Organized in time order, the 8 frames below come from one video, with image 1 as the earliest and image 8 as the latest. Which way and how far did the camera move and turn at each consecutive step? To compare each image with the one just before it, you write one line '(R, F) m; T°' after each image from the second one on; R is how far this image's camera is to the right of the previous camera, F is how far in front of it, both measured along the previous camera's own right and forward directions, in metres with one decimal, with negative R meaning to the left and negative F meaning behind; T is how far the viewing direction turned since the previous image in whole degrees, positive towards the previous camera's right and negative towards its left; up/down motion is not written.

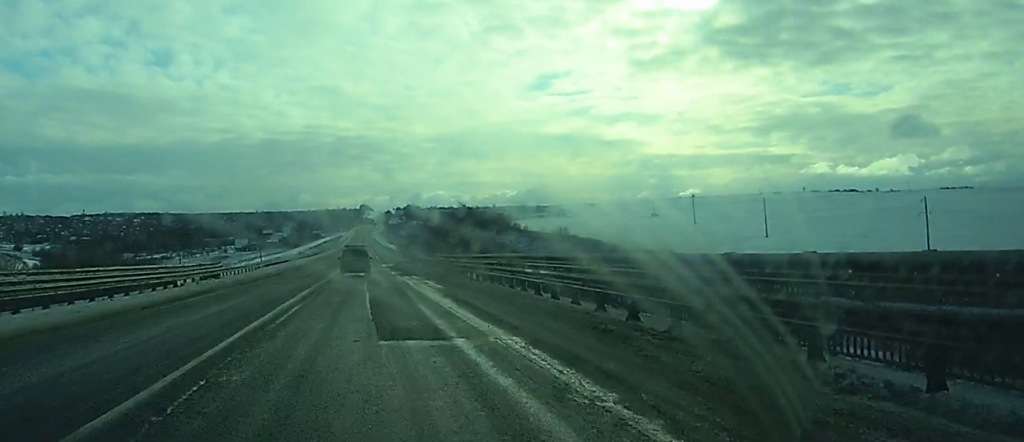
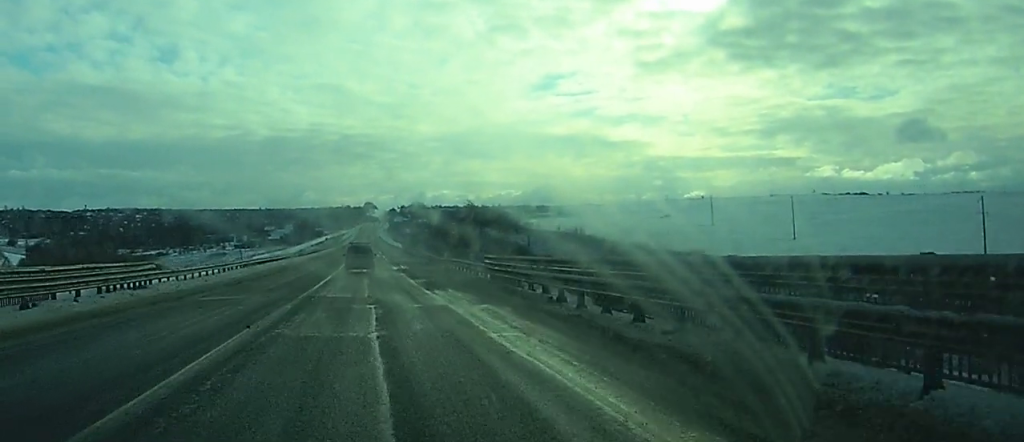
(0.0, +17.3) m; 0°
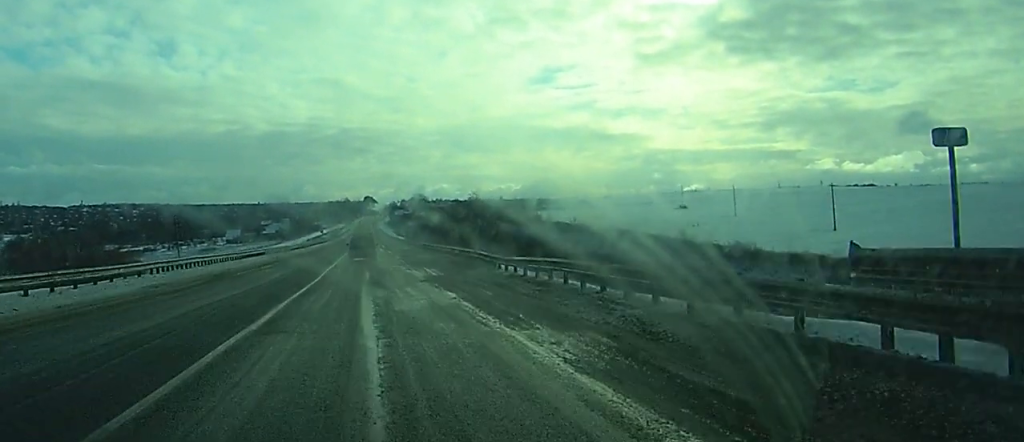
(-0.1, +25.8) m; 0°
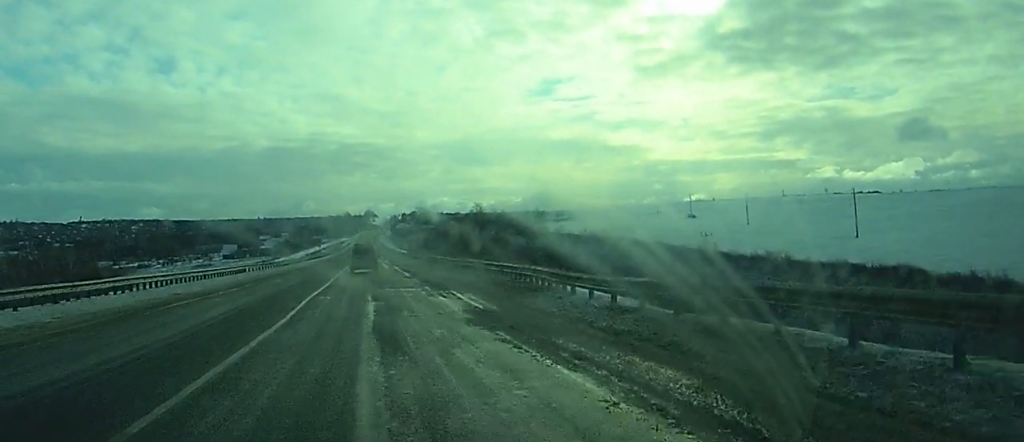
(0.0, +12.2) m; 0°
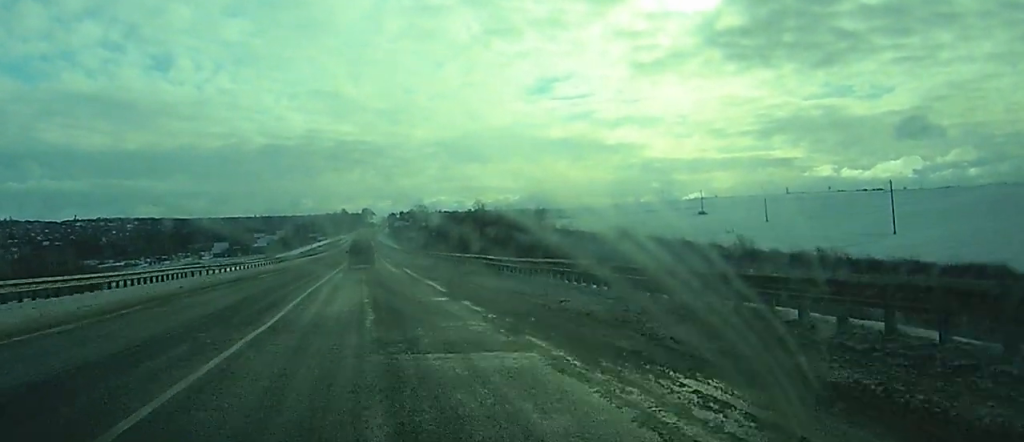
(0.0, +19.9) m; 0°
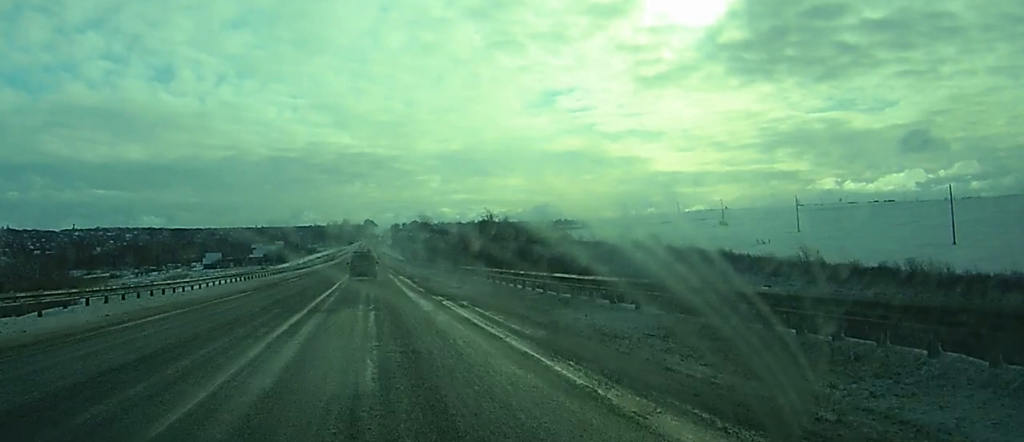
(+0.1, +24.8) m; +1°
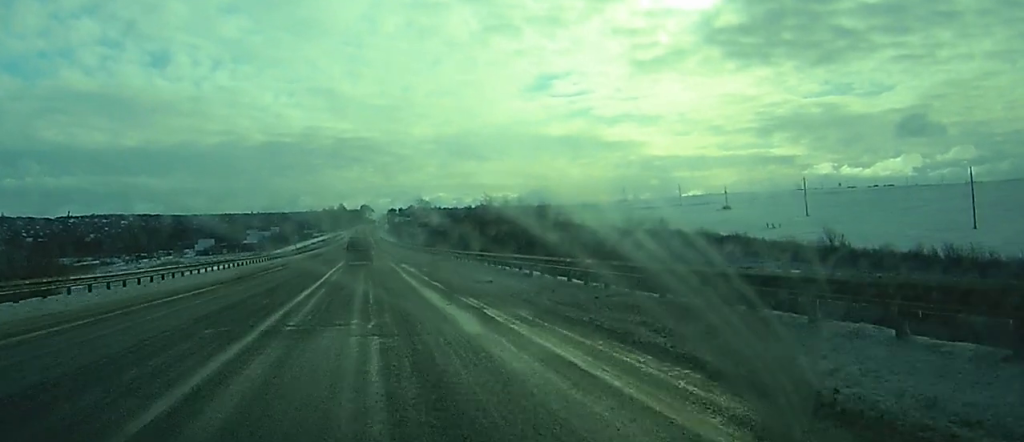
(0.0, +9.4) m; 0°
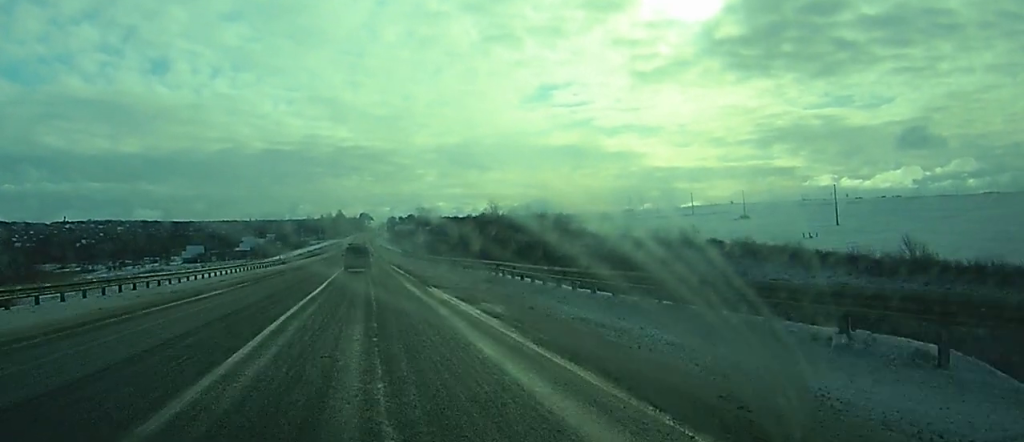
(+0.1, +22.1) m; 0°
